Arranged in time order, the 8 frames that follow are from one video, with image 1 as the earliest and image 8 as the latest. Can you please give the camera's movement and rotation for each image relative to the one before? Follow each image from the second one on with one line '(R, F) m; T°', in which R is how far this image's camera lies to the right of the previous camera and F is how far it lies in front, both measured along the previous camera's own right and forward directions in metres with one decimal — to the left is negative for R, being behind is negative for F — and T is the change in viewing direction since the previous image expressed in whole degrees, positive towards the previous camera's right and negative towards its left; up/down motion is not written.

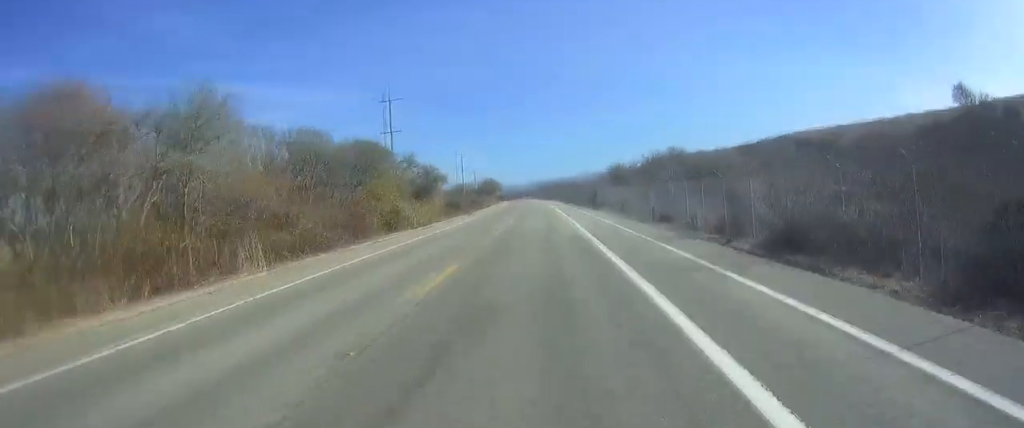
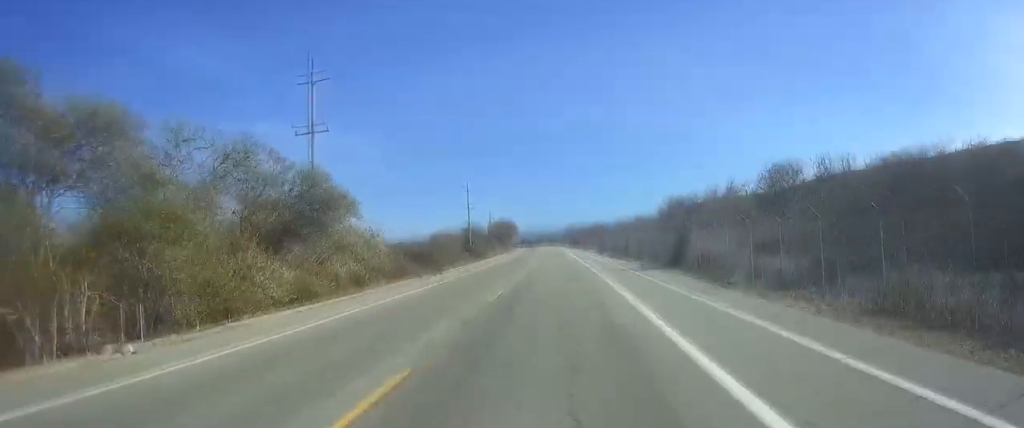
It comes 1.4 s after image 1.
(-0.3, +36.5) m; -1°
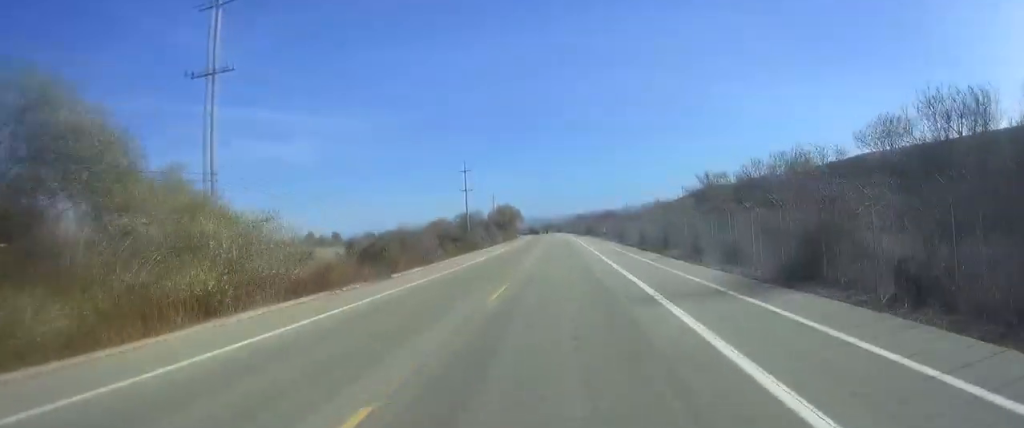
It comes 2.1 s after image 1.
(0.0, +17.1) m; 0°
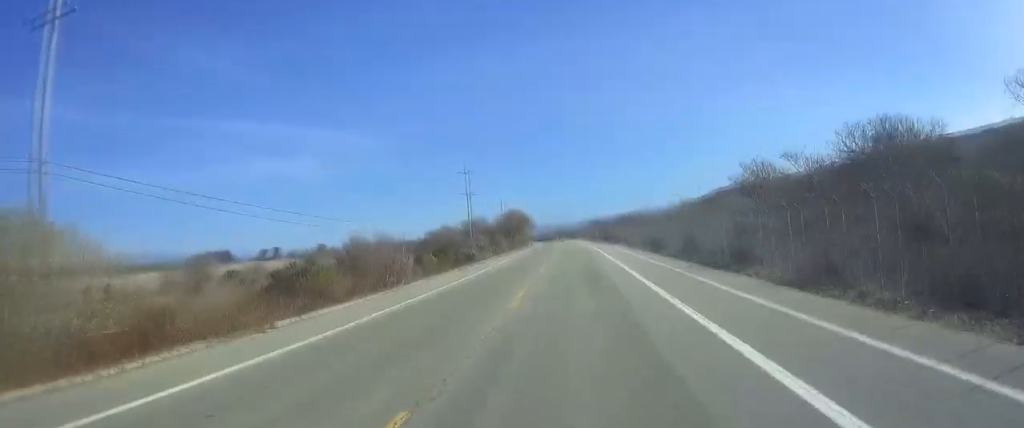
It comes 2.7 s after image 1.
(-0.1, +14.5) m; 0°
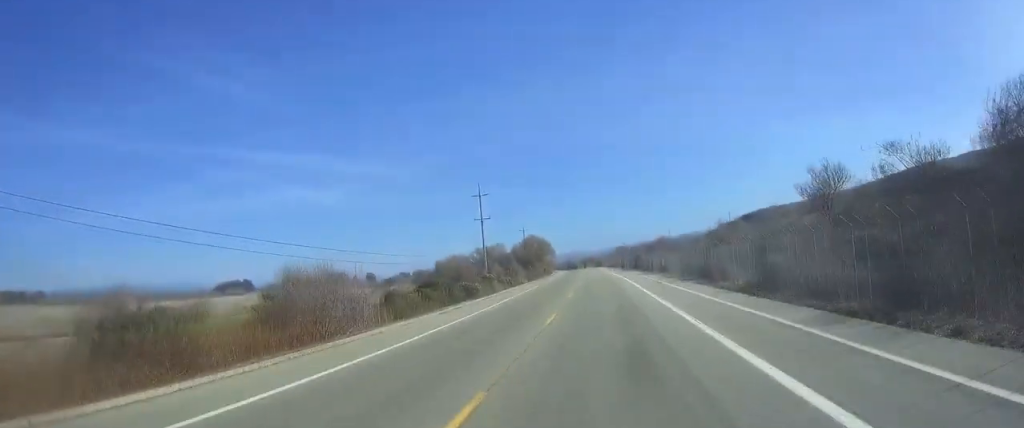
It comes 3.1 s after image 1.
(0.0, +11.9) m; 0°
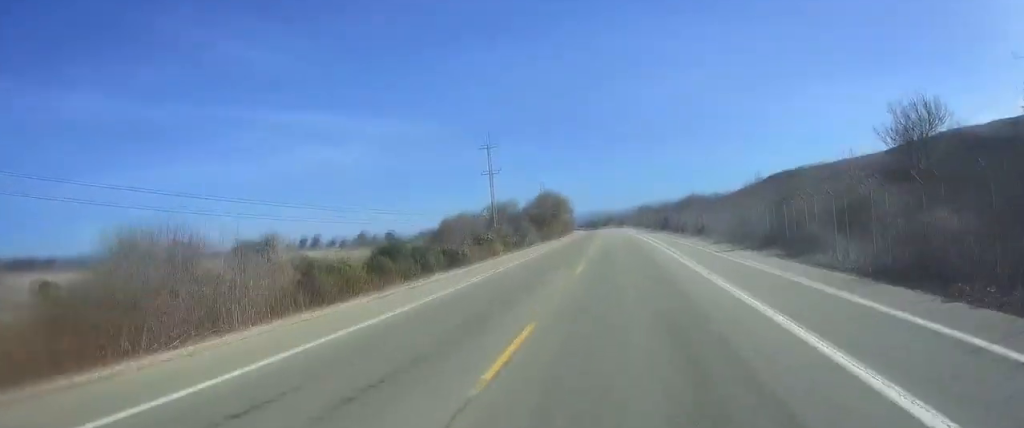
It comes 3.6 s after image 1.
(0.0, +11.8) m; 0°
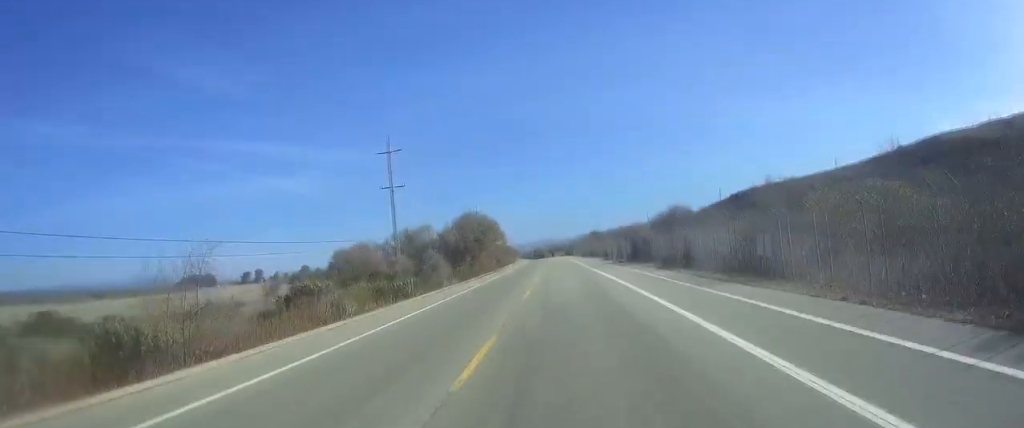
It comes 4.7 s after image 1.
(-0.1, +26.9) m; +1°
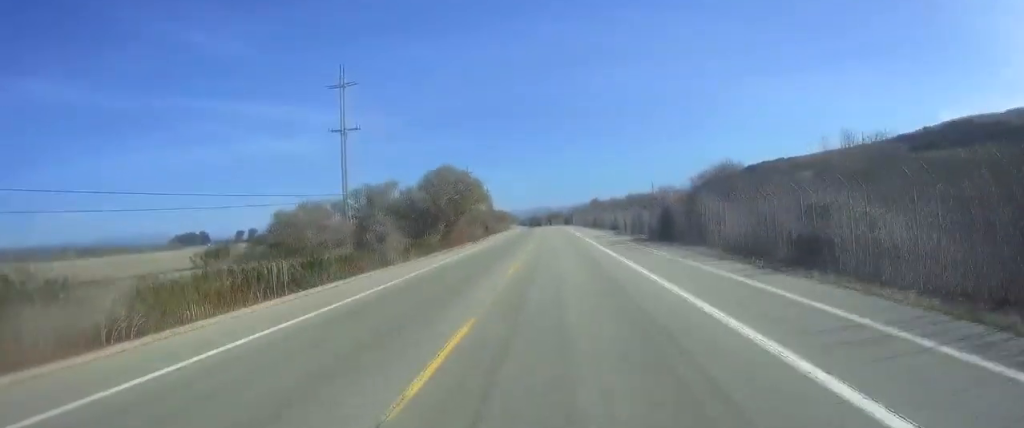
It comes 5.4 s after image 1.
(+0.2, +17.6) m; 0°
